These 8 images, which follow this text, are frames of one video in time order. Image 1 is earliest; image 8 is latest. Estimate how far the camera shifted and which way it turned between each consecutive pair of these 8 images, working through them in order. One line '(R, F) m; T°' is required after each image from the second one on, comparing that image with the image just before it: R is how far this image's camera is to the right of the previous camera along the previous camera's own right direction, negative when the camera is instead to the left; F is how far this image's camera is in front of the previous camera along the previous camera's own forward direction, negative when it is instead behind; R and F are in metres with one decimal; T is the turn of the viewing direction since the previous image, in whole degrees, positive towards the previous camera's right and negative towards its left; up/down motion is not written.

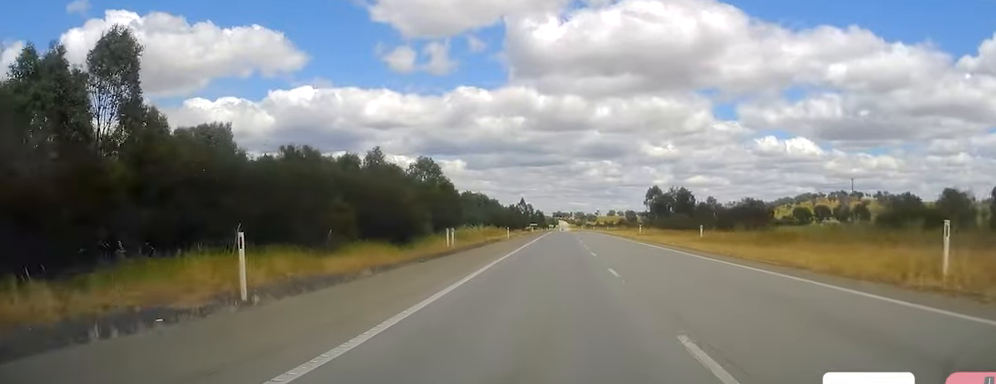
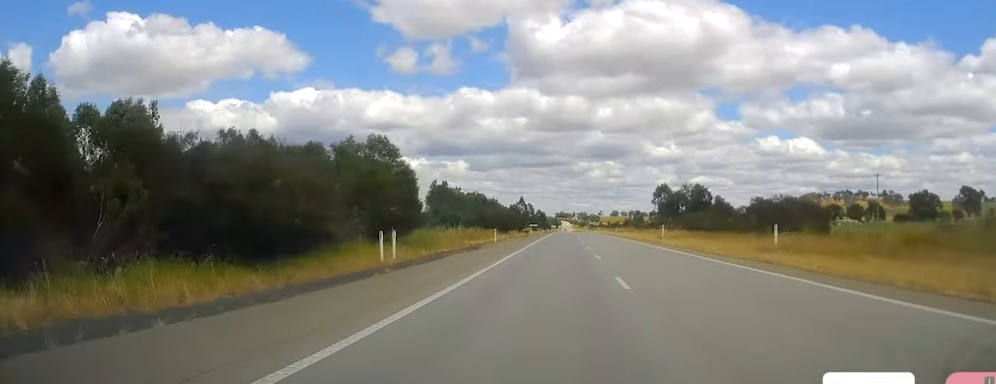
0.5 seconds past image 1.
(+0.1, +15.4) m; 0°
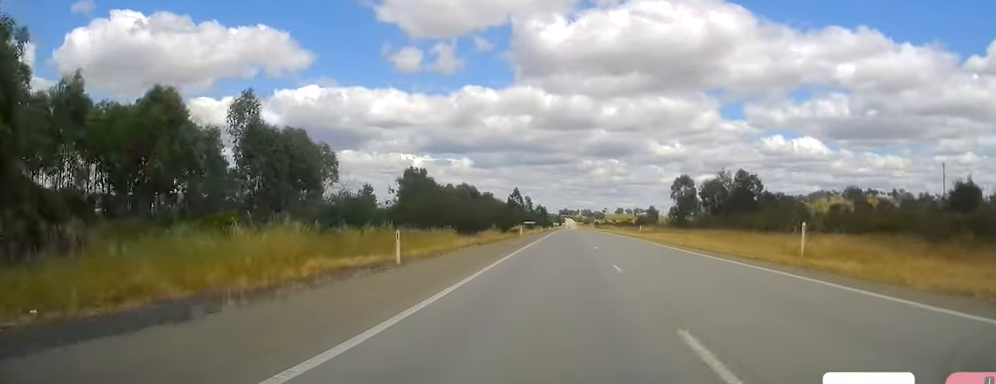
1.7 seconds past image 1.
(-0.2, +33.6) m; 0°
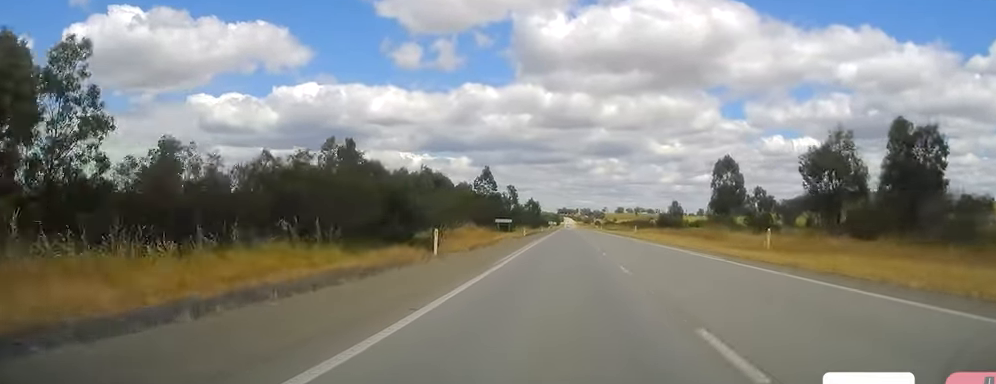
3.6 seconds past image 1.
(-0.4, +53.9) m; -1°
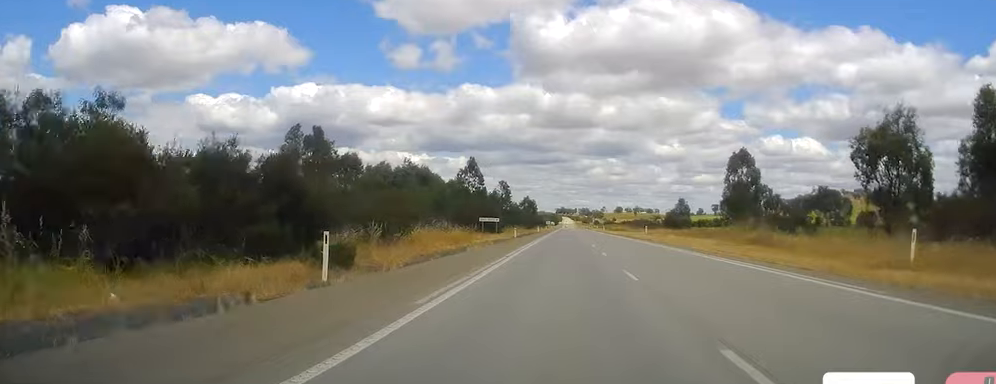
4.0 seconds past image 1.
(-0.1, +13.6) m; 0°
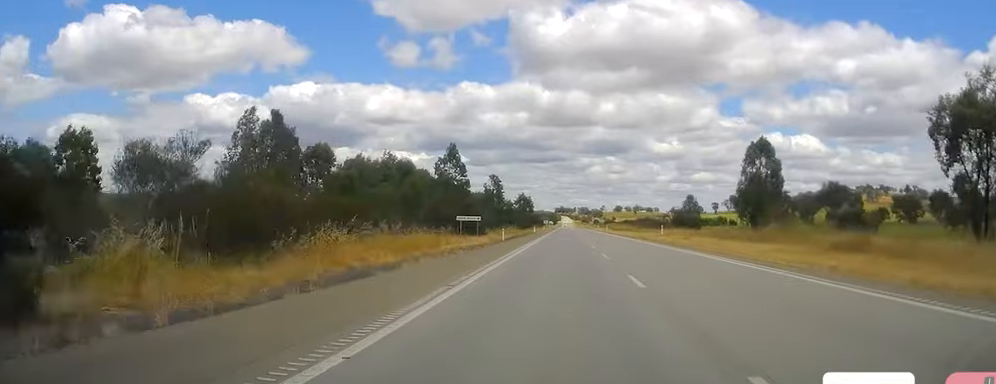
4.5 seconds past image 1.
(0.0, +13.5) m; 0°
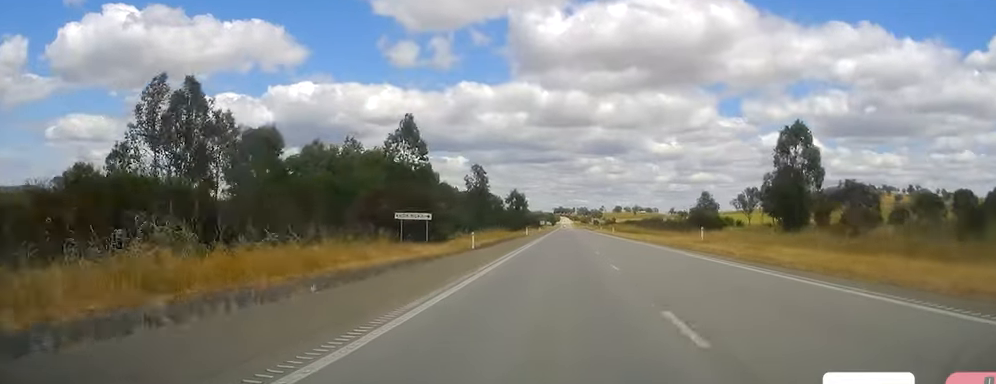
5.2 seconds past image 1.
(0.0, +19.3) m; +1°
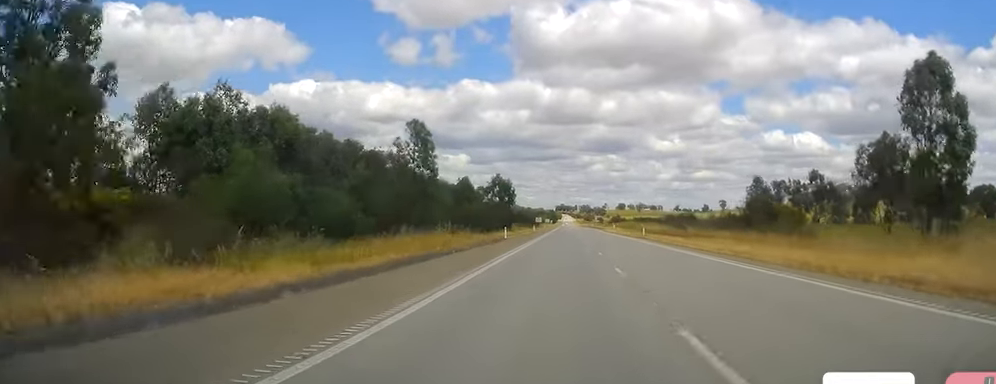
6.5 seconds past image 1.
(+0.5, +38.4) m; 0°
